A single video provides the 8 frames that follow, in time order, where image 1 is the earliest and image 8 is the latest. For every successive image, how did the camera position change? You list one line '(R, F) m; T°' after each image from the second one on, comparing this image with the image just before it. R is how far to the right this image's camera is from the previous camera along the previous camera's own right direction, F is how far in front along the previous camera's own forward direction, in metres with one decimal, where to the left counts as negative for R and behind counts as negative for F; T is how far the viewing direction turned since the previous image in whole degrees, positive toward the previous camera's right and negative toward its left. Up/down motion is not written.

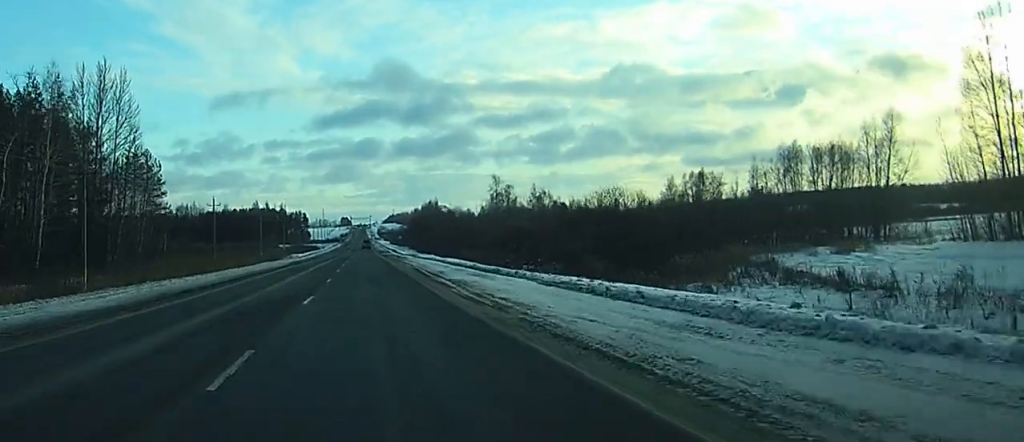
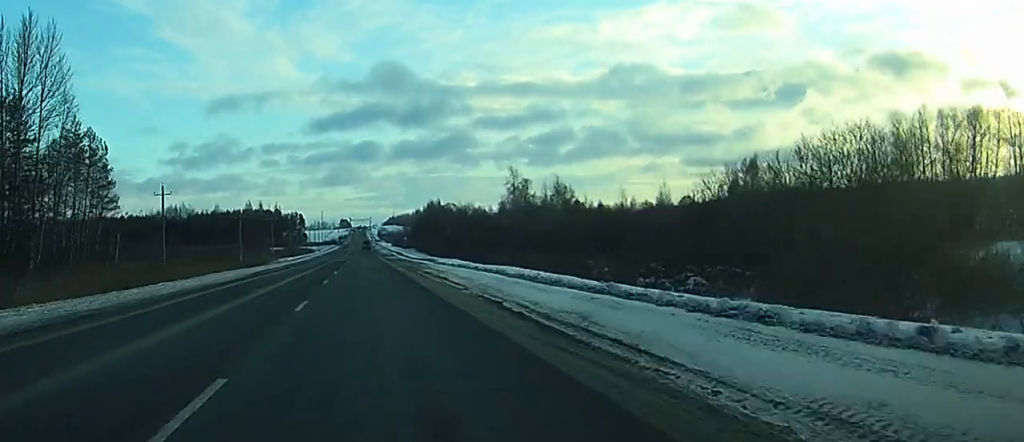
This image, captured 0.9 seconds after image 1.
(-0.1, +26.4) m; 0°
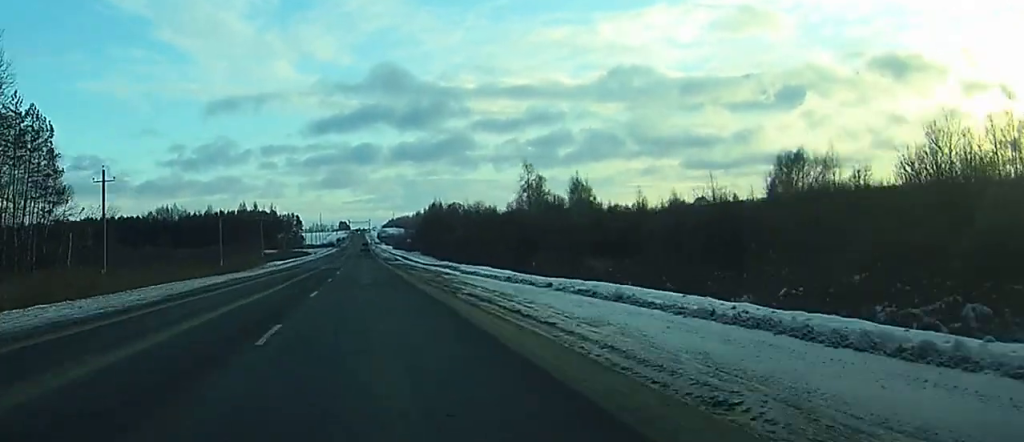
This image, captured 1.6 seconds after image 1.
(-0.1, +17.8) m; 0°
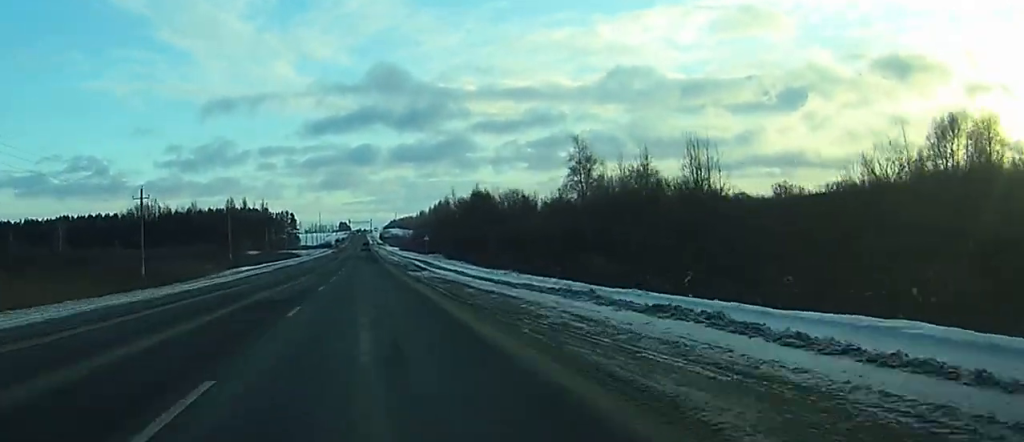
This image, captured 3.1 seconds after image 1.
(+0.2, +41.9) m; 0°
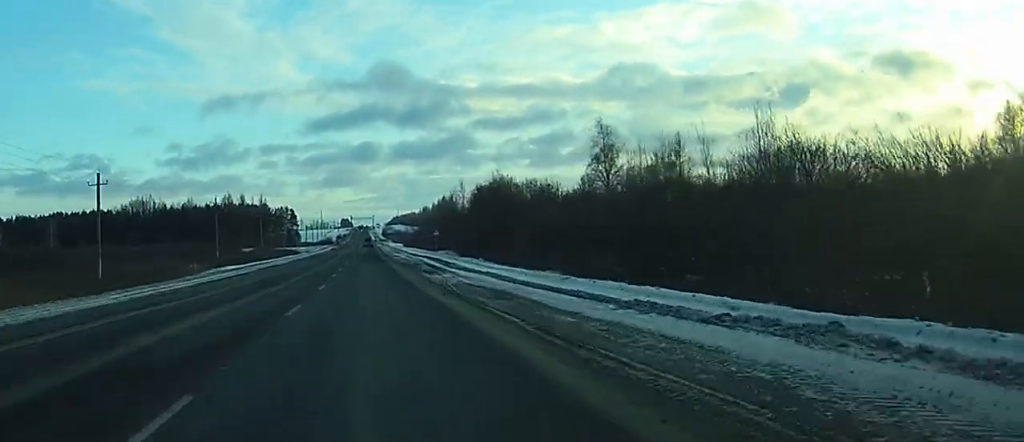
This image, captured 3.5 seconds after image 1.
(+0.1, +13.0) m; 0°
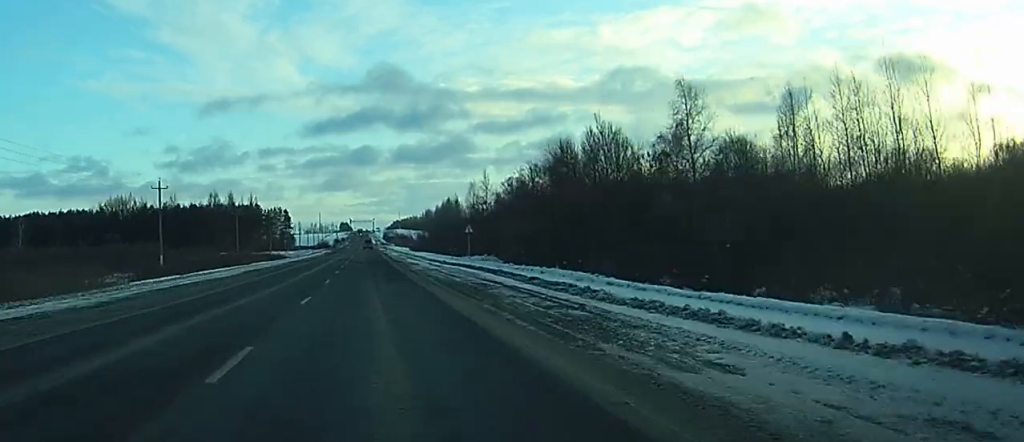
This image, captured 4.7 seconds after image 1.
(-0.2, +32.5) m; 0°
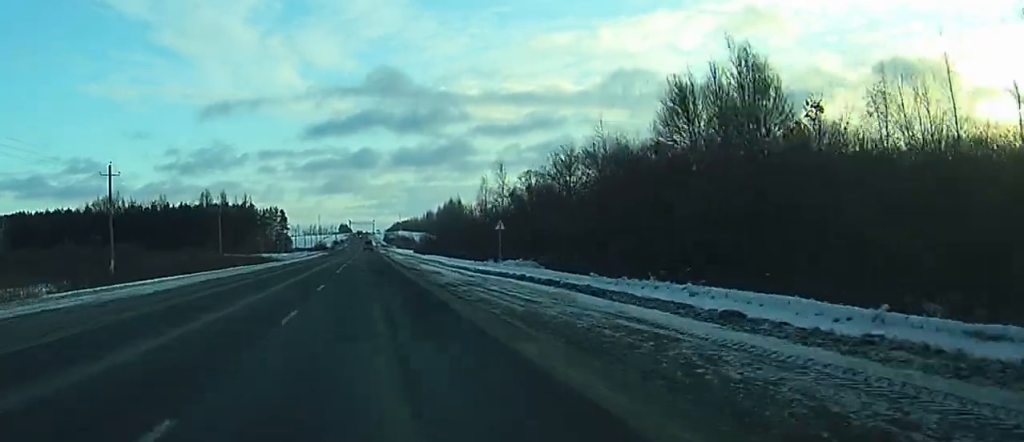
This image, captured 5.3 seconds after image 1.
(0.0, +16.9) m; 0°
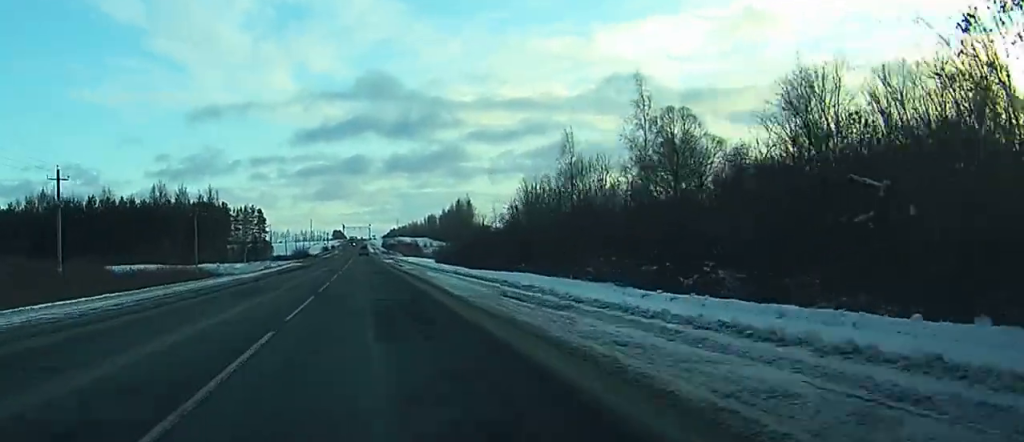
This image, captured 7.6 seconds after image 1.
(+0.5, +67.1) m; +1°
